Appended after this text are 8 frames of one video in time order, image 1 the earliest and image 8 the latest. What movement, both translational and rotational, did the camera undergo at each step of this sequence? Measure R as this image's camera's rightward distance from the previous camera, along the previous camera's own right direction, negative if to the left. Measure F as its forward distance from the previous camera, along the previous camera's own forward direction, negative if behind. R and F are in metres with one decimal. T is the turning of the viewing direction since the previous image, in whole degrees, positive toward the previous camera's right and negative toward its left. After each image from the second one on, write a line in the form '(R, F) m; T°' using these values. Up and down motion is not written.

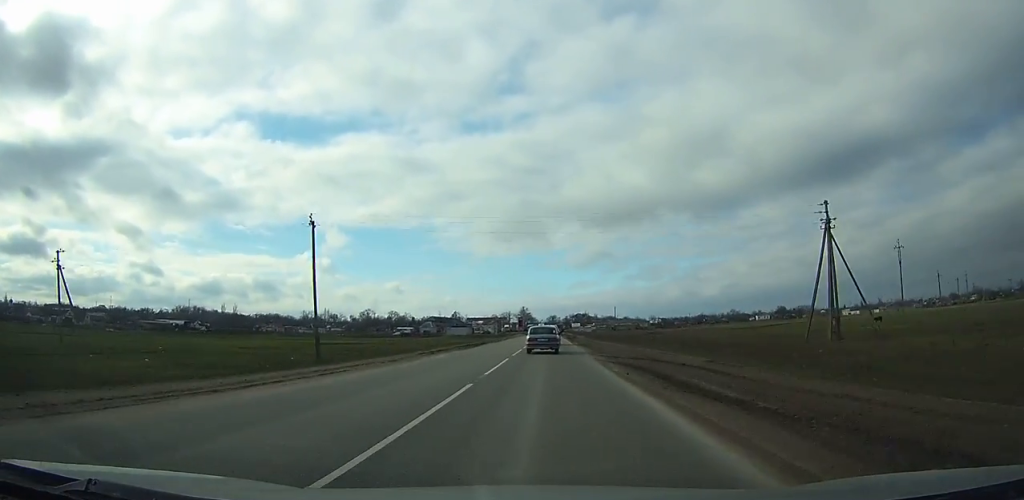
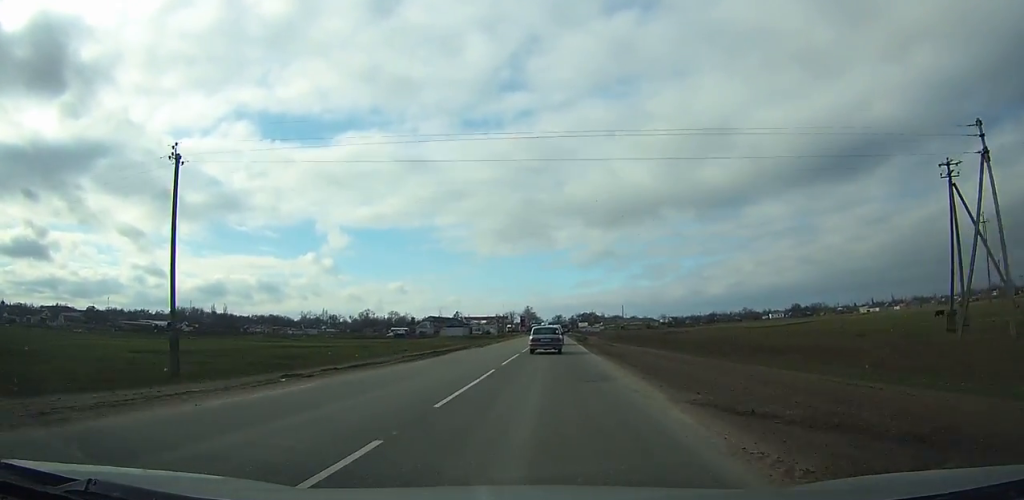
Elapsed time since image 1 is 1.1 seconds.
(+0.1, +18.8) m; 0°
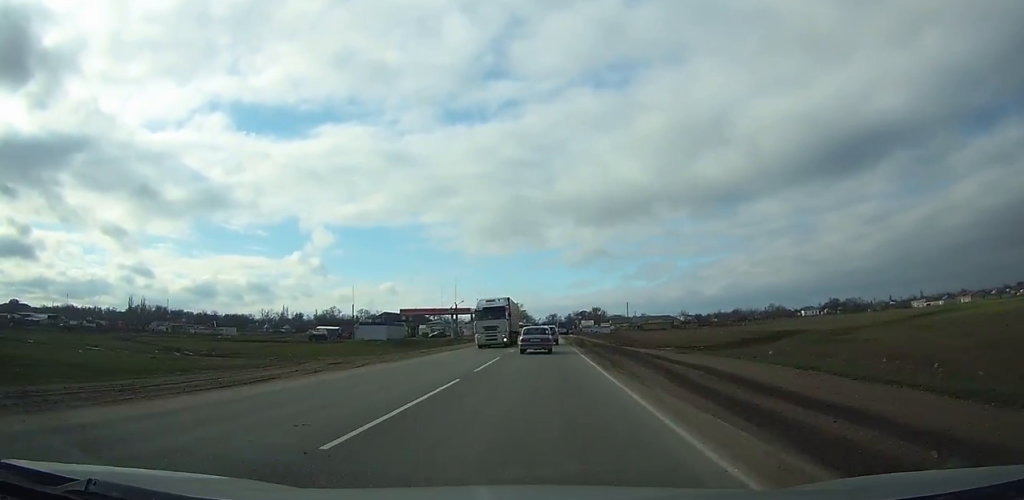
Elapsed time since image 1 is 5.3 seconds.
(+0.4, +75.7) m; 0°
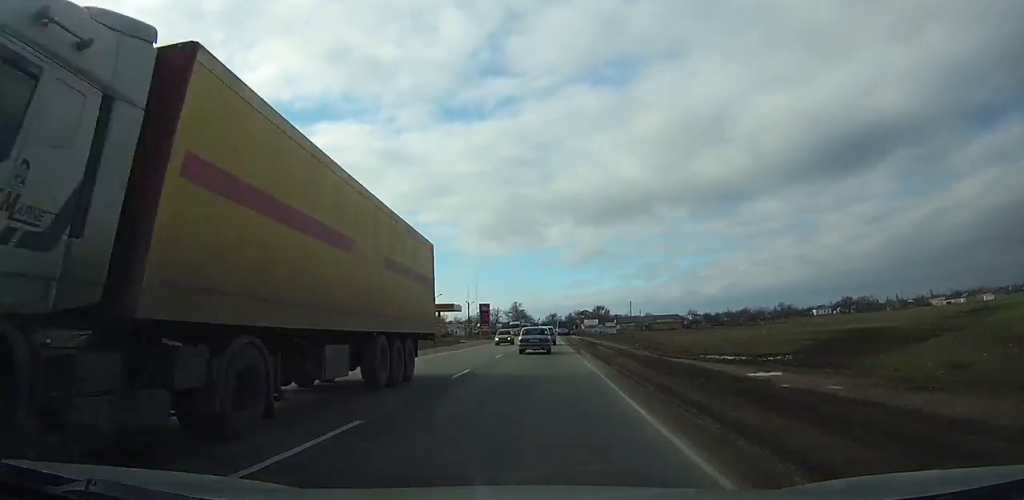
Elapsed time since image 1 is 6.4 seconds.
(-0.1, +19.0) m; 0°
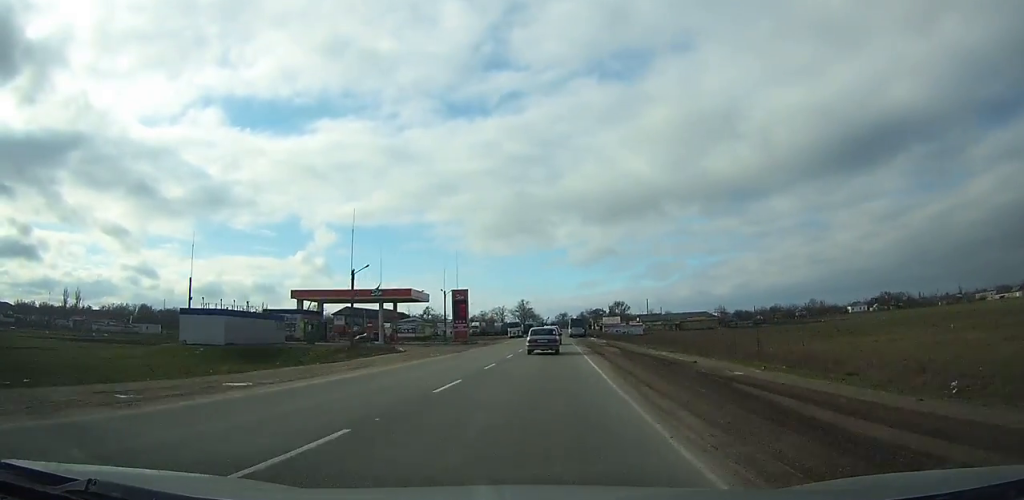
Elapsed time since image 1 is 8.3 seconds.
(-0.2, +34.5) m; 0°
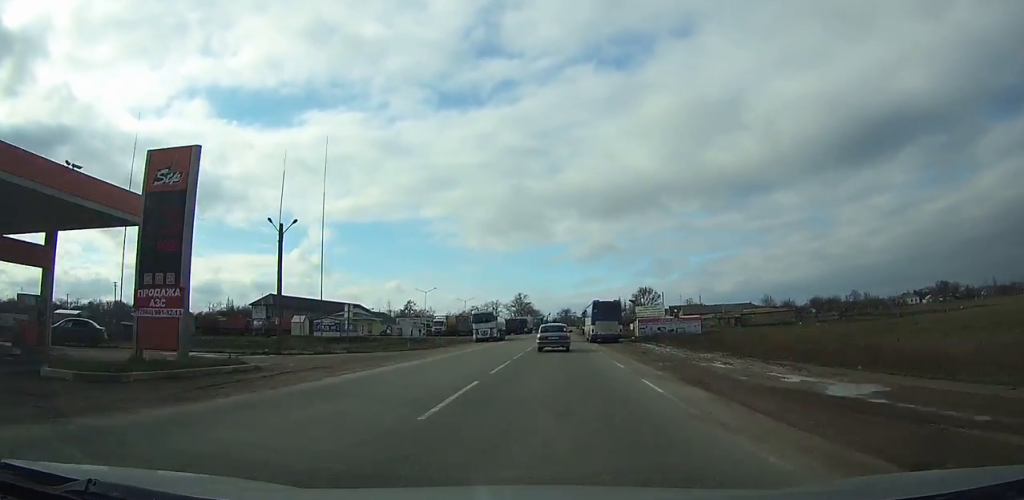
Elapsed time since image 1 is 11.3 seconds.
(0.0, +51.3) m; 0°
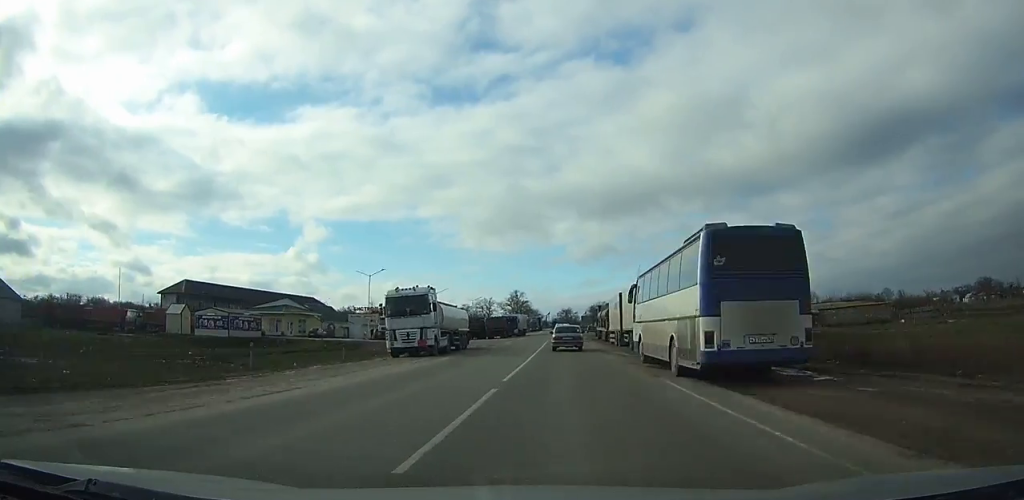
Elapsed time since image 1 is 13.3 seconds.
(+0.1, +33.7) m; +1°
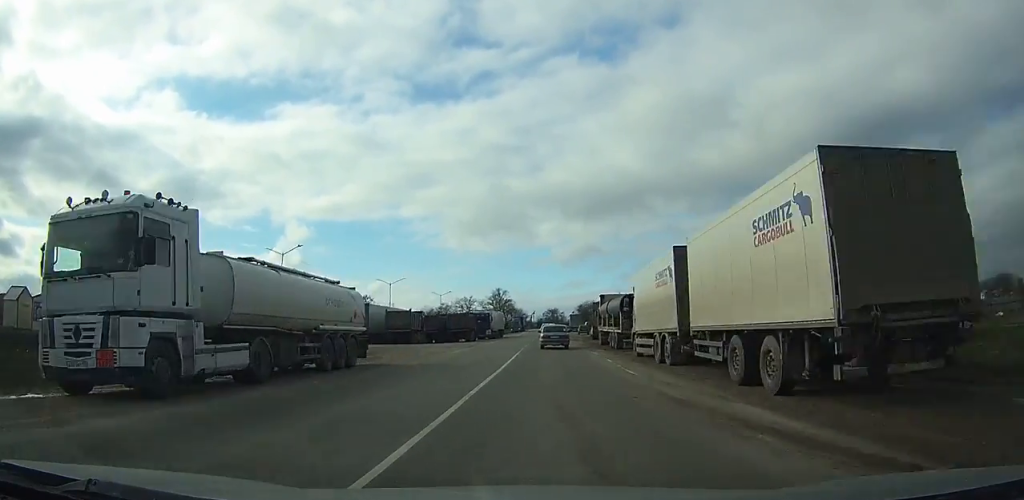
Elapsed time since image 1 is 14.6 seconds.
(+0.2, +22.0) m; +1°
